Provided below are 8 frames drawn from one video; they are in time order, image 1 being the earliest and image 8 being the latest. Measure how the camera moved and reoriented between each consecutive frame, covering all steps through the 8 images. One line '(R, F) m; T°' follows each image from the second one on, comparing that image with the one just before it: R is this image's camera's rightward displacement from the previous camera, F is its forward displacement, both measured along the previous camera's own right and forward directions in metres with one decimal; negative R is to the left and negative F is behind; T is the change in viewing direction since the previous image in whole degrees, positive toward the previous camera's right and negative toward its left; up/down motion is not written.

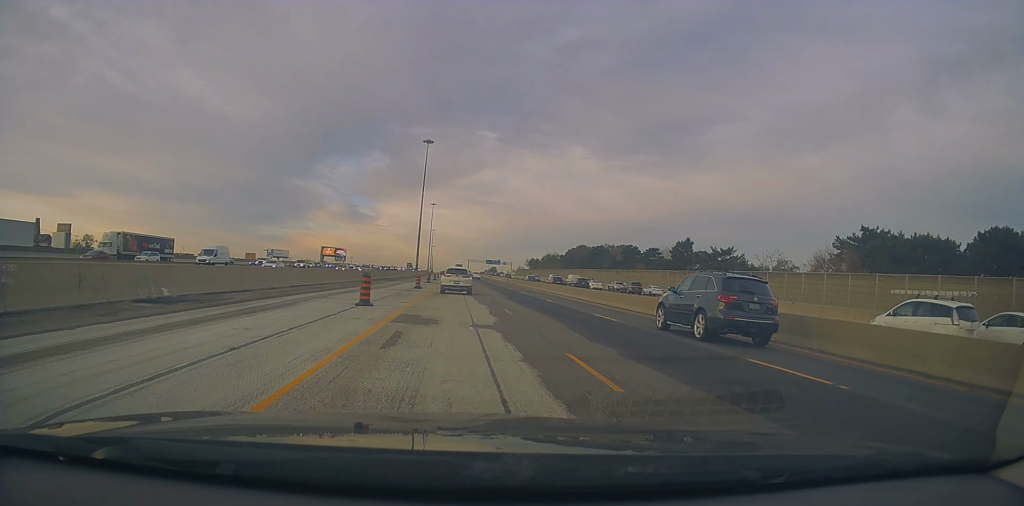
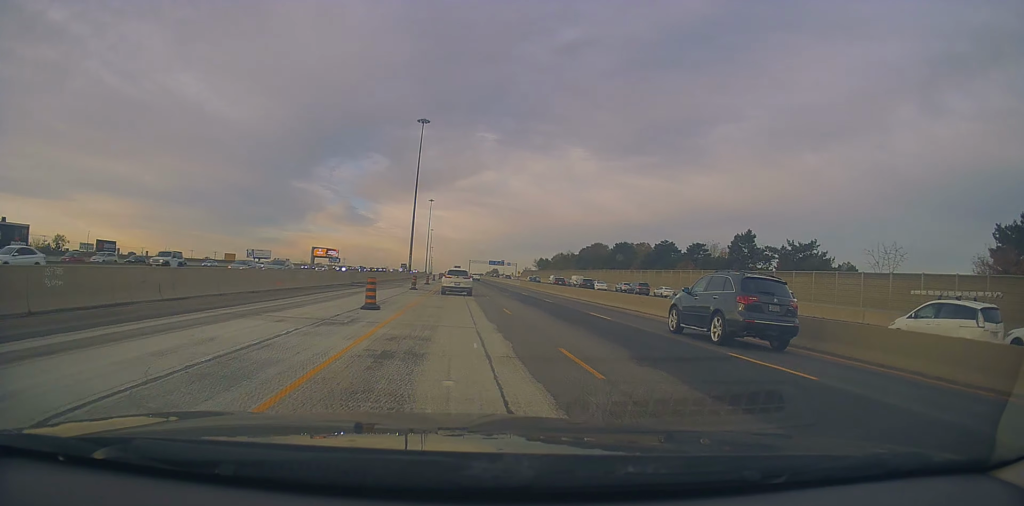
(-0.1, +22.6) m; -1°
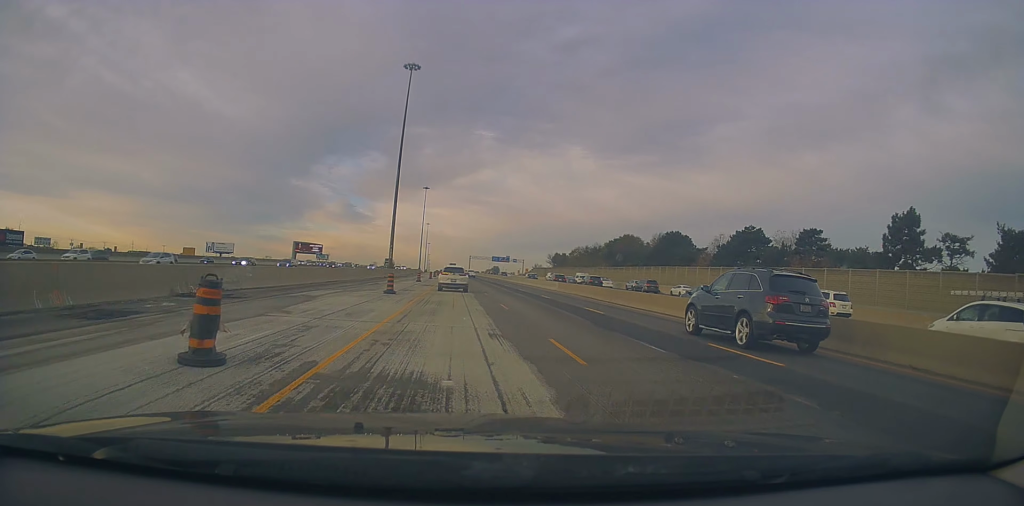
(-0.2, +34.9) m; 0°
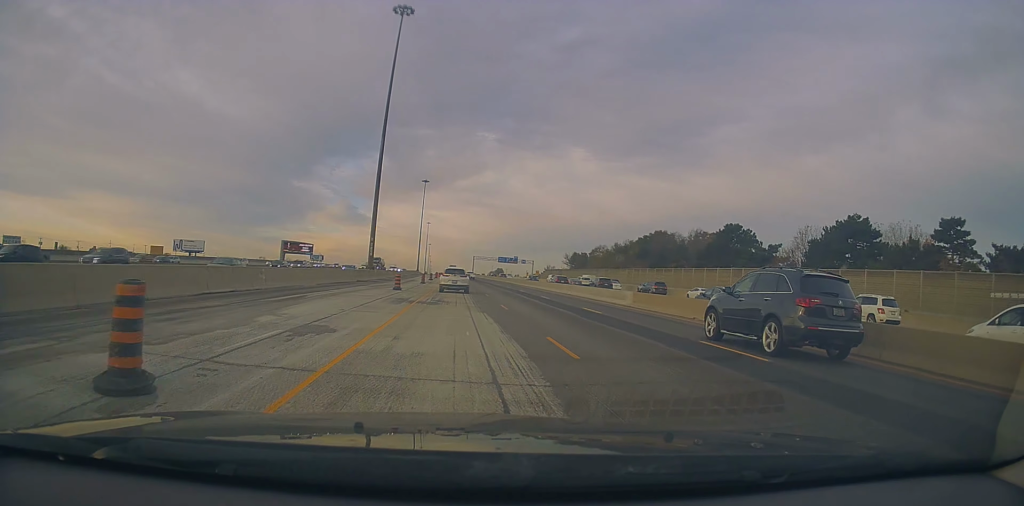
(+0.2, +22.9) m; 0°
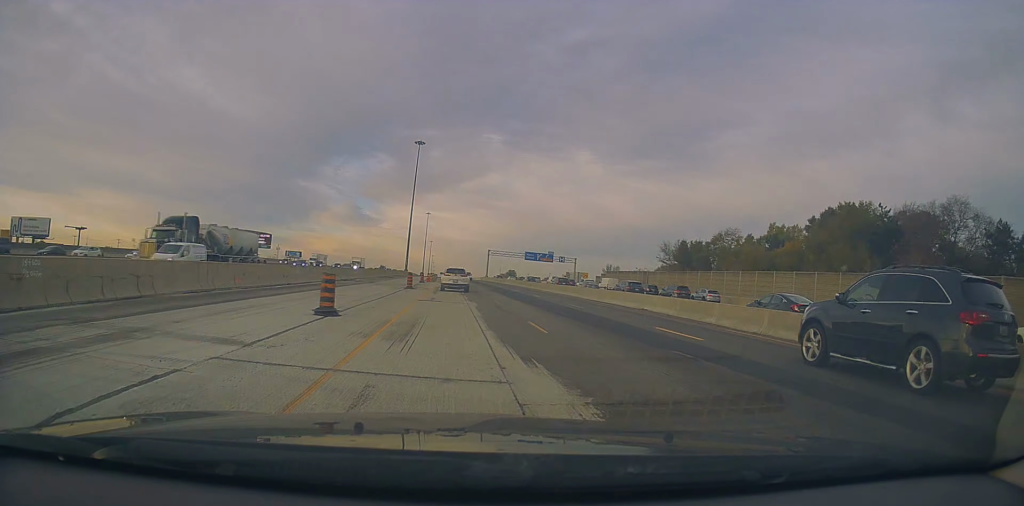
(+0.7, +68.2) m; +1°
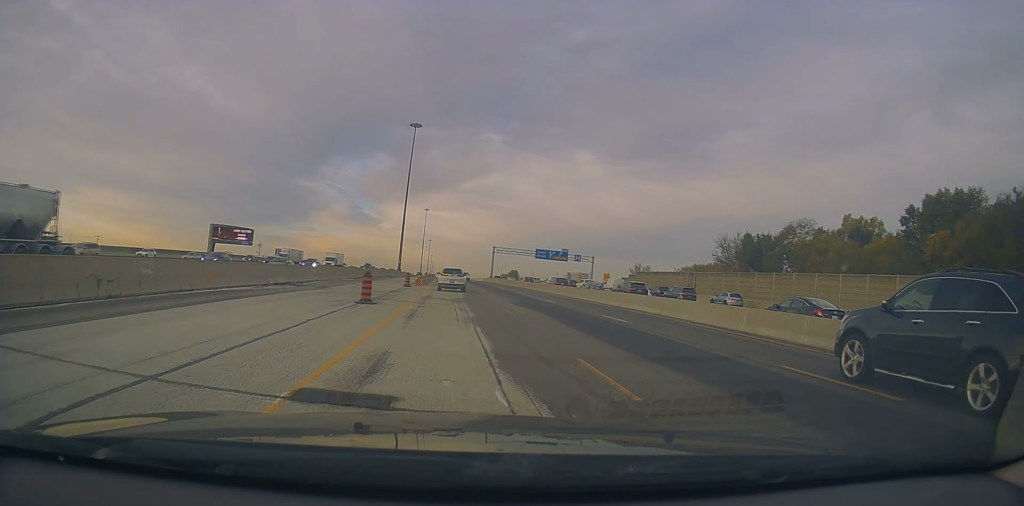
(0.0, +18.8) m; 0°
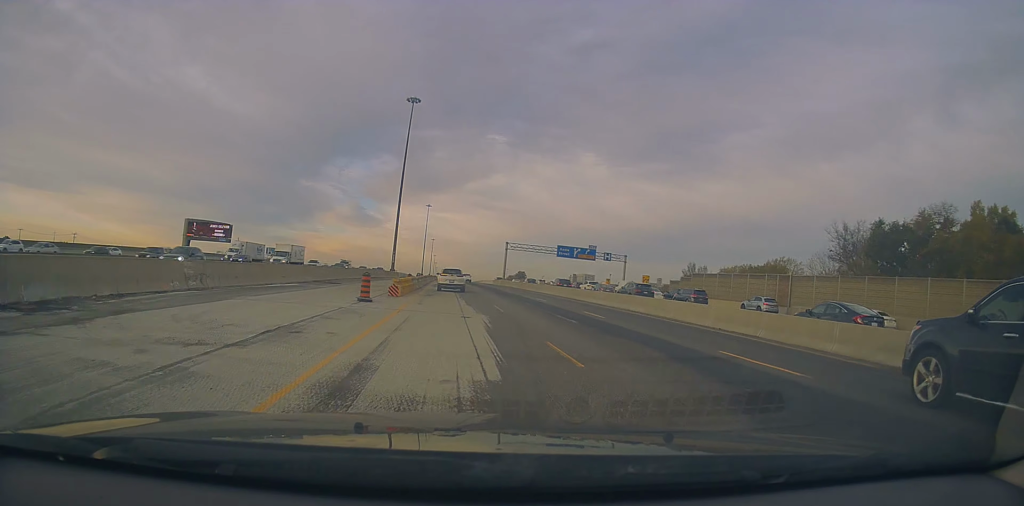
(+0.1, +21.3) m; -1°
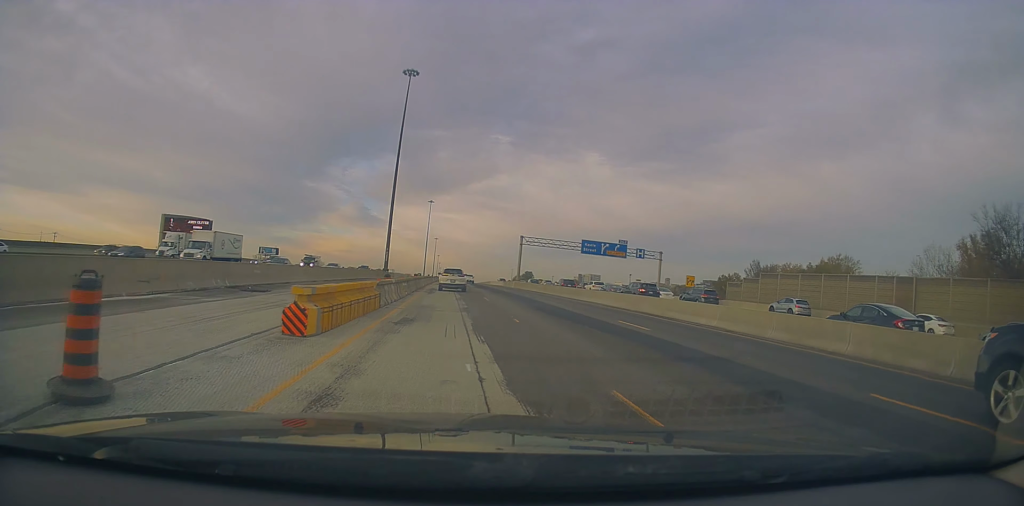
(-0.4, +16.5) m; -1°
